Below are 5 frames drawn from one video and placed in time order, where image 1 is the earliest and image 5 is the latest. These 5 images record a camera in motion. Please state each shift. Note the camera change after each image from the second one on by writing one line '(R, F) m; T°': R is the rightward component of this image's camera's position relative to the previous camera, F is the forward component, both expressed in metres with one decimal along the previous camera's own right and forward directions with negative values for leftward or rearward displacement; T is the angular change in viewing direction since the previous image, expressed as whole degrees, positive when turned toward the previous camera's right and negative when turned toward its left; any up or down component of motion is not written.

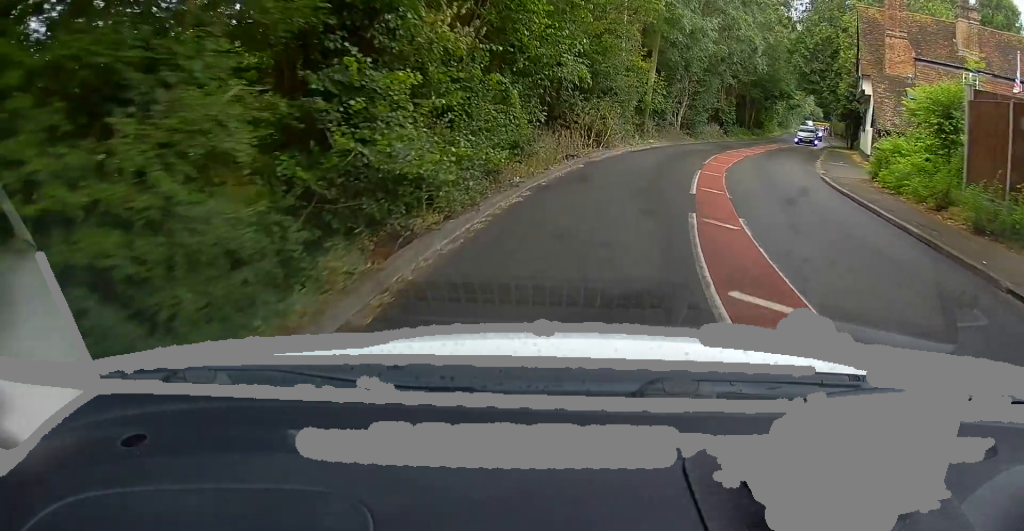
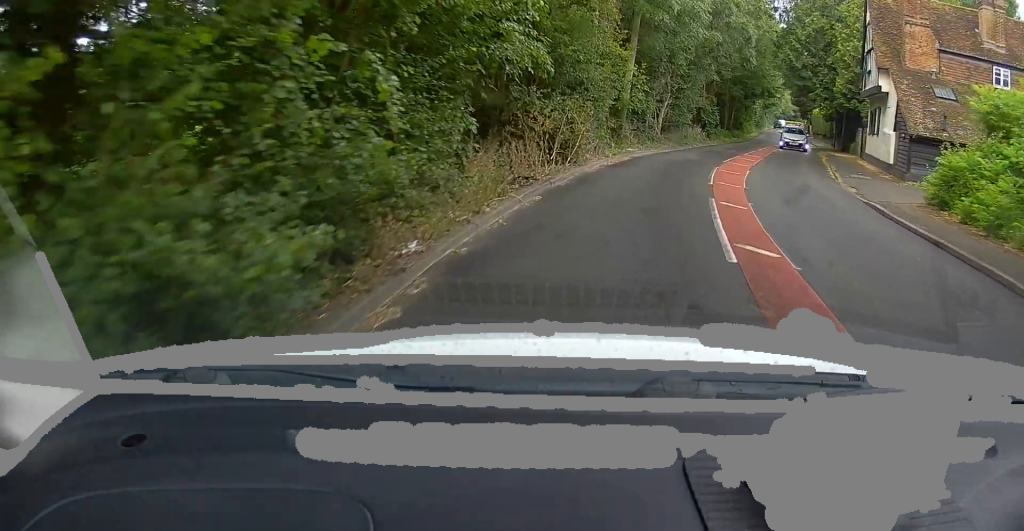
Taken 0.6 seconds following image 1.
(+0.1, +5.3) m; +2°
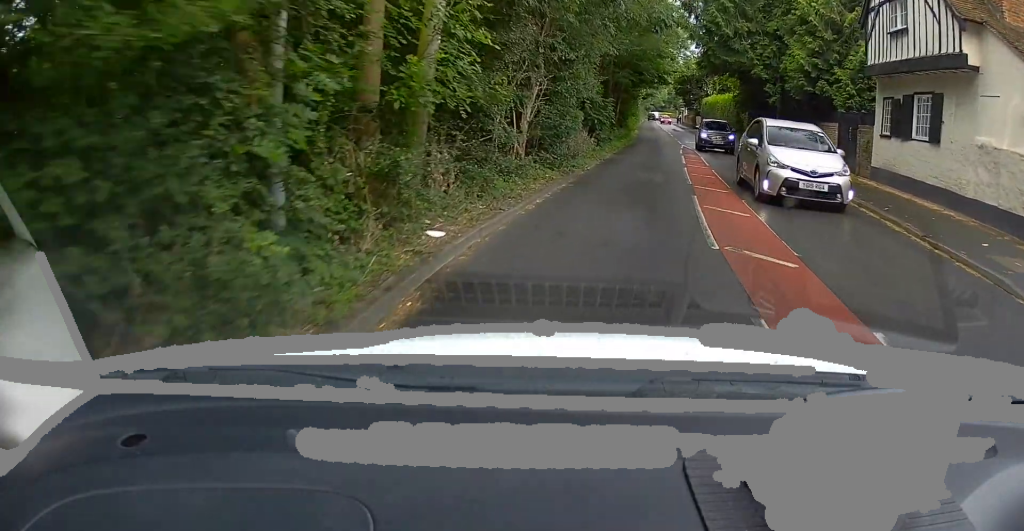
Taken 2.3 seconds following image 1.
(+1.0, +14.3) m; +9°
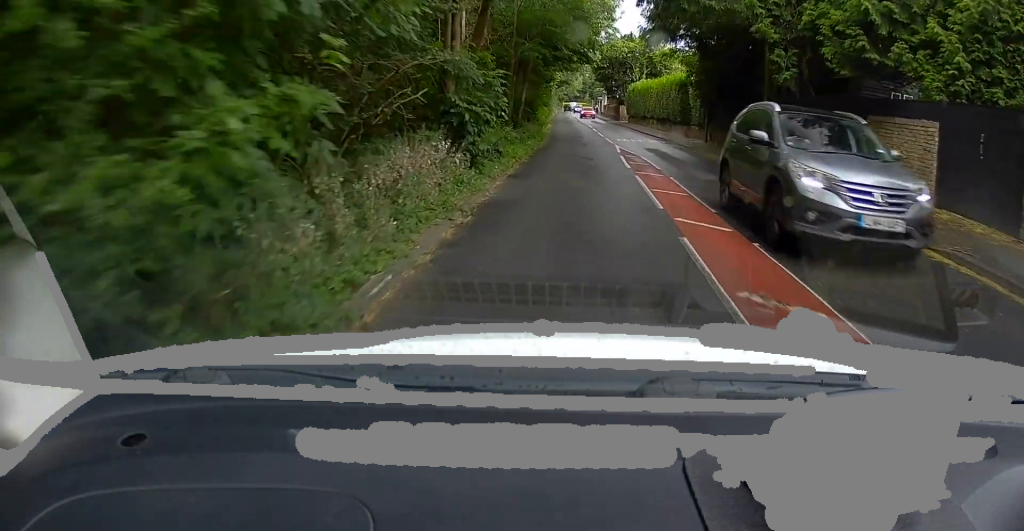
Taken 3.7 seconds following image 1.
(+0.6, +12.8) m; +6°
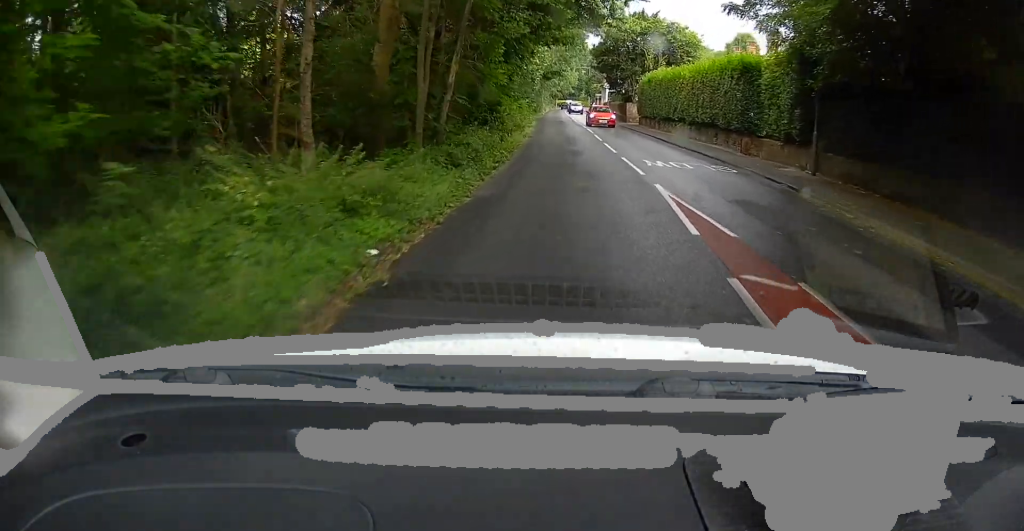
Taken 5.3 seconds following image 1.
(+0.3, +15.9) m; 0°
